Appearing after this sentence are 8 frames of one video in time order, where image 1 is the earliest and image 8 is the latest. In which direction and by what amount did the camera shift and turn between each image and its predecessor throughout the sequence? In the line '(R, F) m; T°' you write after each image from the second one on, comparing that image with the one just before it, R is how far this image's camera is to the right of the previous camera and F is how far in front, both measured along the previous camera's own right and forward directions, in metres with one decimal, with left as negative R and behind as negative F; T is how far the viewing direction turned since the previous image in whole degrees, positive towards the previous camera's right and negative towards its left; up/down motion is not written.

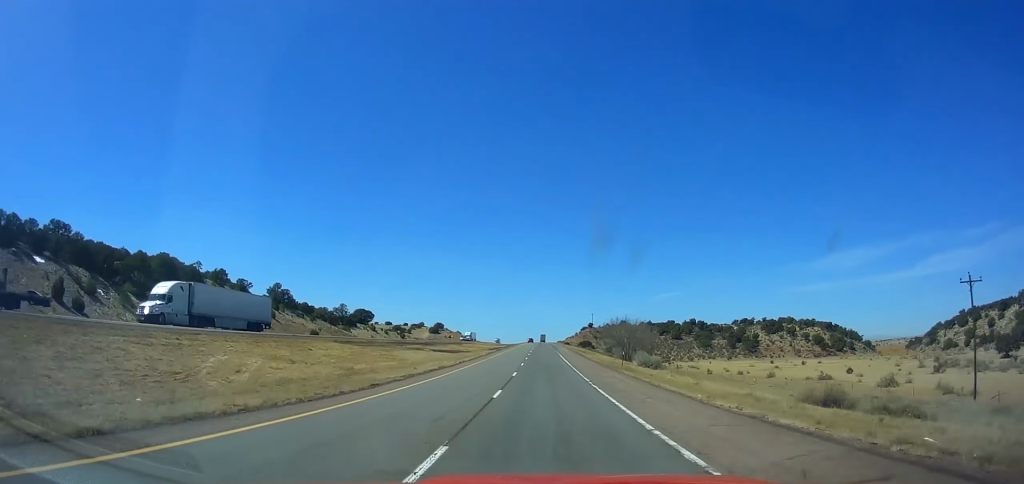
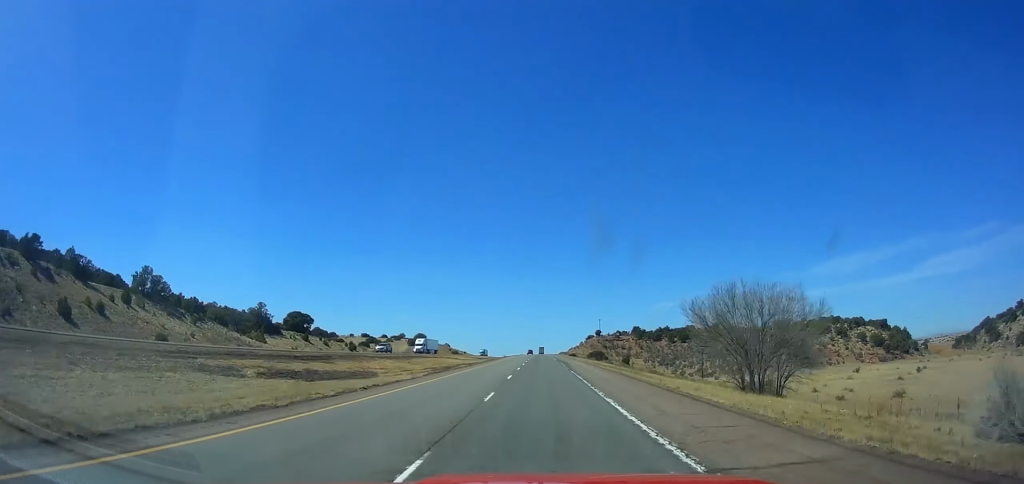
(+0.9, +49.7) m; 0°
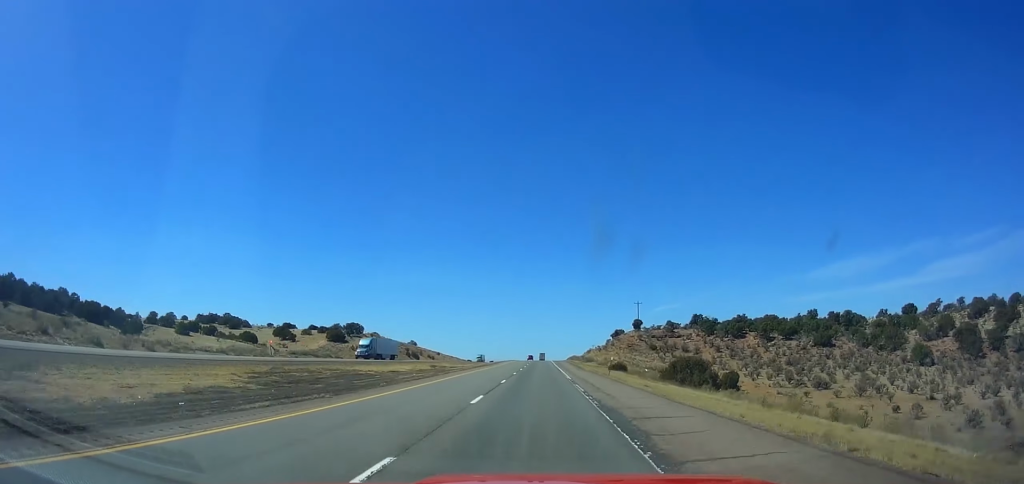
(-0.9, +109.9) m; 0°
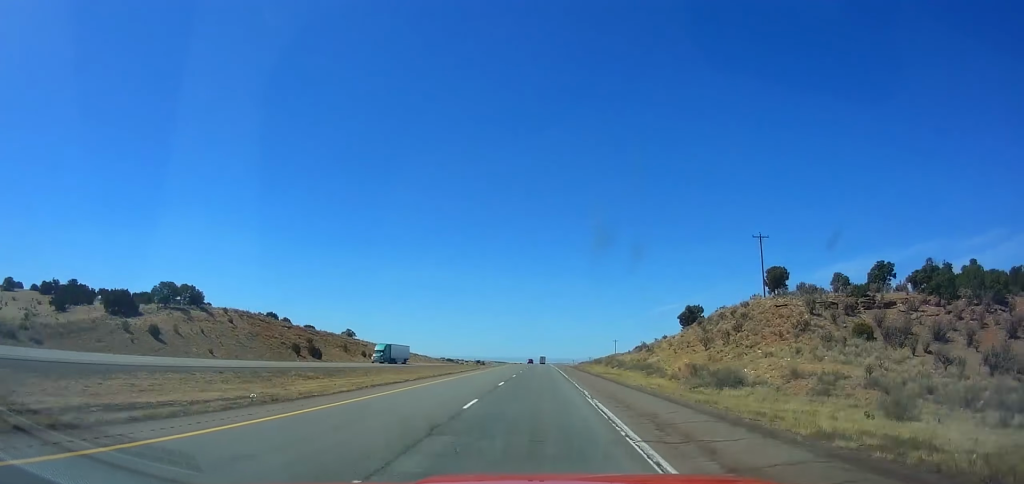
(+0.2, +99.3) m; 0°
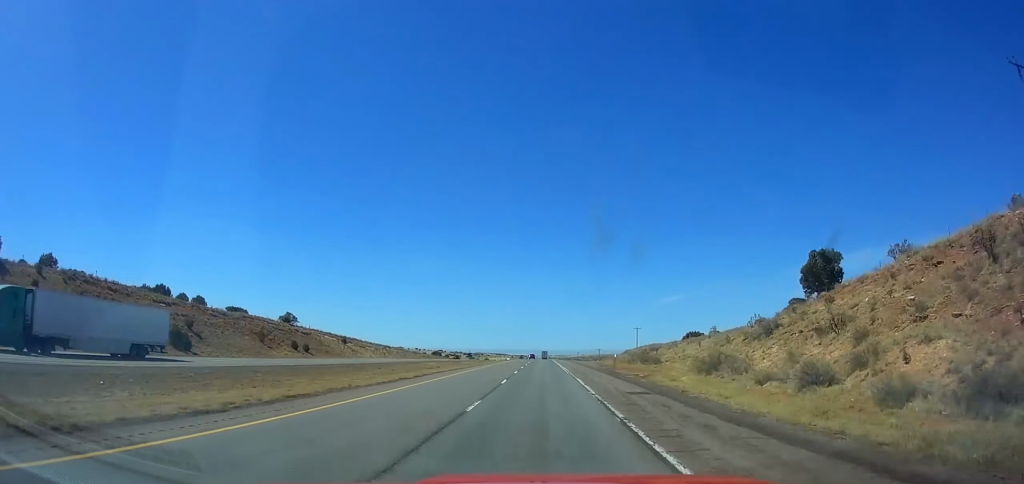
(+0.1, +49.7) m; 0°
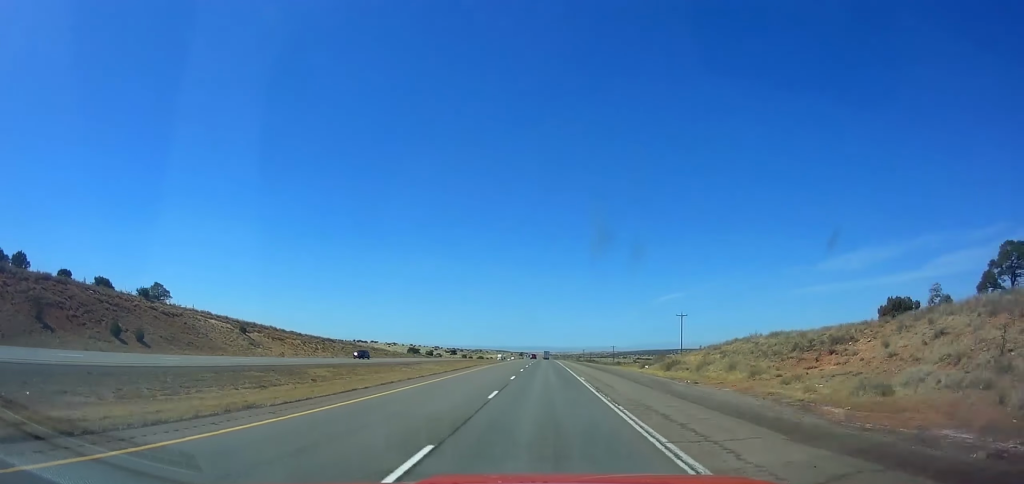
(+0.1, +56.9) m; 0°
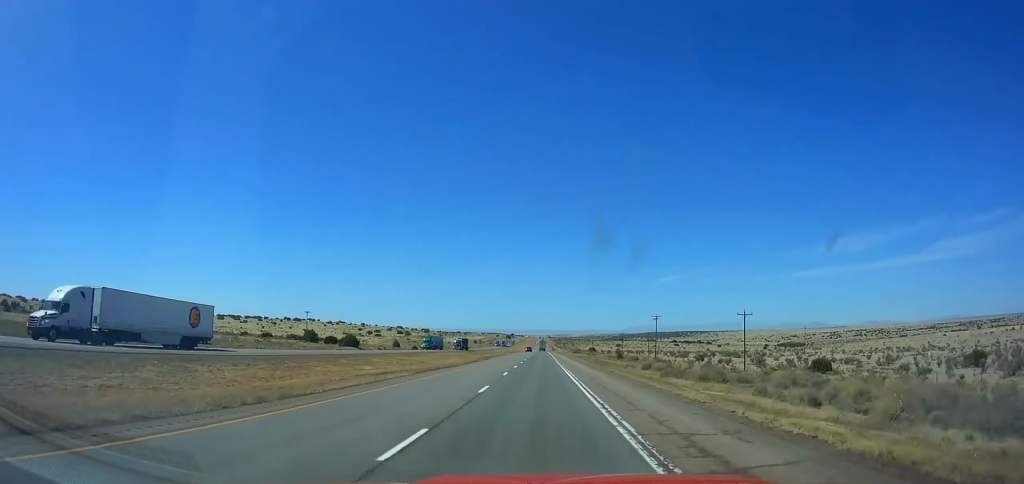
(-0.1, +289.5) m; 0°
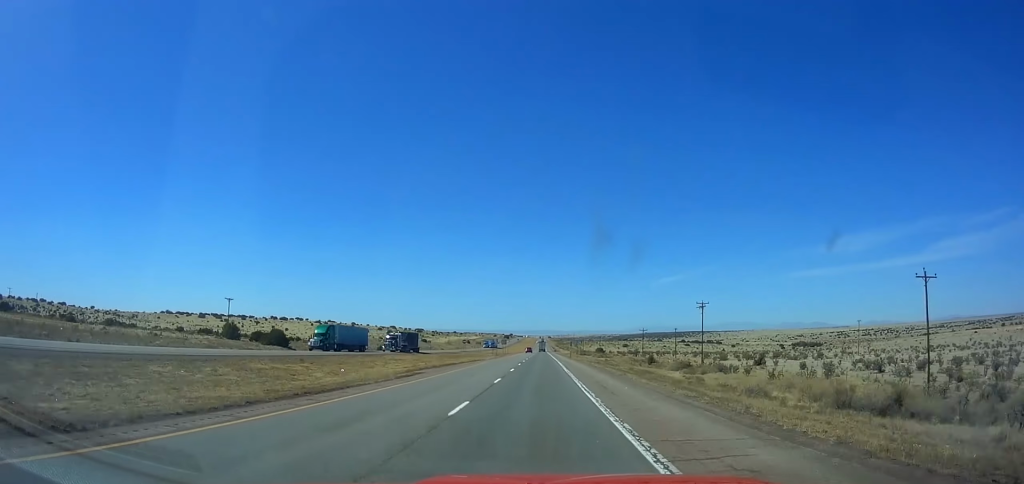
(+0.1, +43.0) m; 0°
